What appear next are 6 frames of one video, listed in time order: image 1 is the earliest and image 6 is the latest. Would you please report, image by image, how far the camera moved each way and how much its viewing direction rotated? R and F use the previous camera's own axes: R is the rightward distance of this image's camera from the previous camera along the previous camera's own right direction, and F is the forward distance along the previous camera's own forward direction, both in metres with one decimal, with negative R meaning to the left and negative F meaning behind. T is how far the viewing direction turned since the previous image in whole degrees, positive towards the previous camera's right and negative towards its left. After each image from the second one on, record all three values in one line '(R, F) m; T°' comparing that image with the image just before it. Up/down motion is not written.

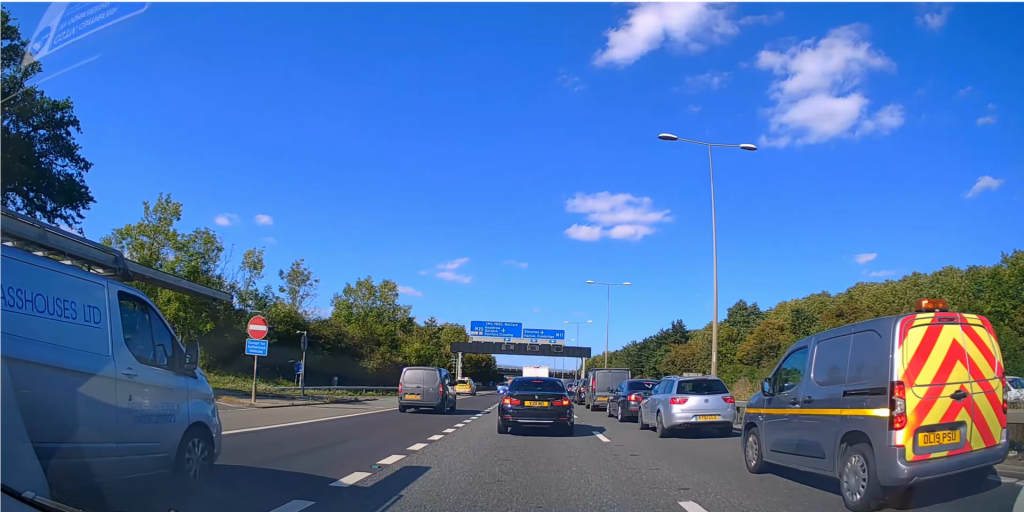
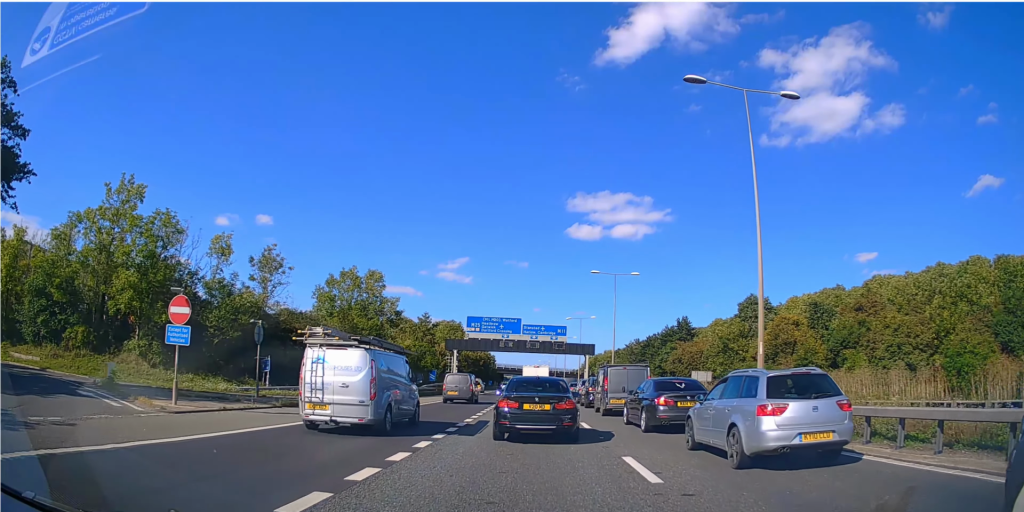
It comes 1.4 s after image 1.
(0.0, +5.4) m; +2°
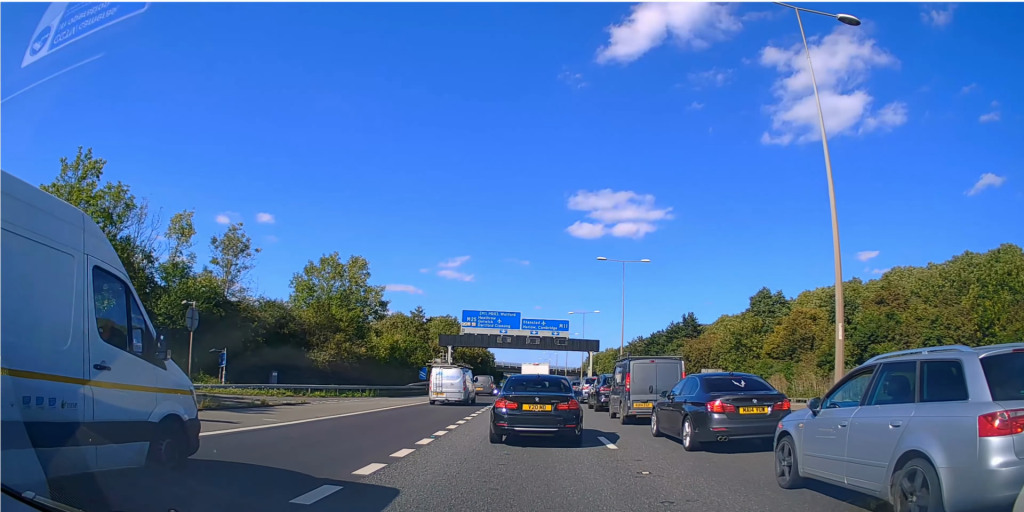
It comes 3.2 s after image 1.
(-0.1, +5.6) m; -3°
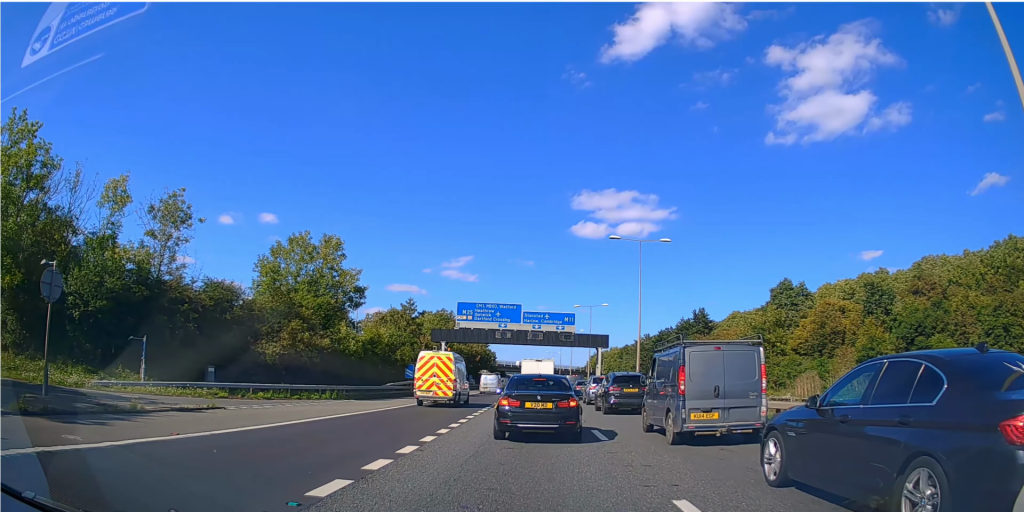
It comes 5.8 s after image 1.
(-0.1, +7.4) m; -1°
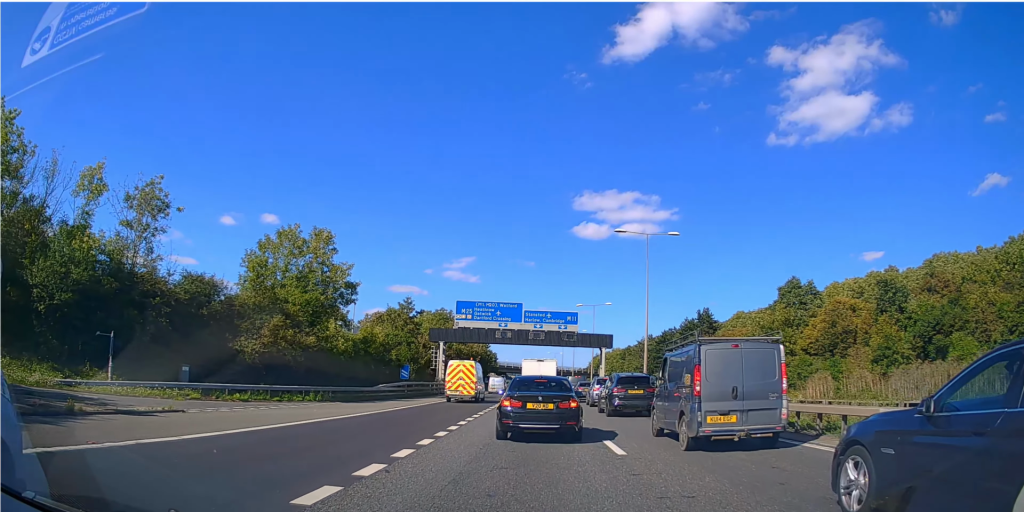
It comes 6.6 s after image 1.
(0.0, +2.5) m; +1°
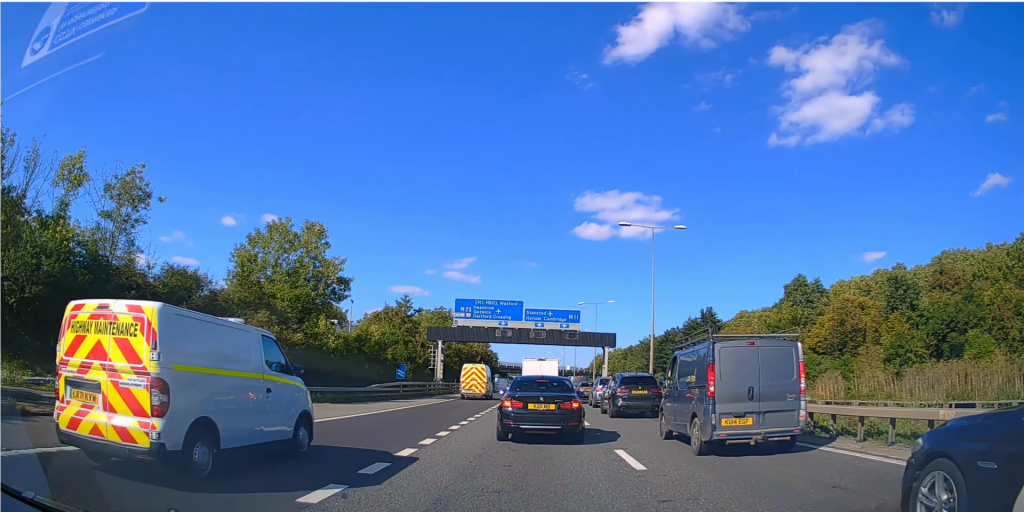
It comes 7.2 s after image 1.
(0.0, +1.6) m; 0°
